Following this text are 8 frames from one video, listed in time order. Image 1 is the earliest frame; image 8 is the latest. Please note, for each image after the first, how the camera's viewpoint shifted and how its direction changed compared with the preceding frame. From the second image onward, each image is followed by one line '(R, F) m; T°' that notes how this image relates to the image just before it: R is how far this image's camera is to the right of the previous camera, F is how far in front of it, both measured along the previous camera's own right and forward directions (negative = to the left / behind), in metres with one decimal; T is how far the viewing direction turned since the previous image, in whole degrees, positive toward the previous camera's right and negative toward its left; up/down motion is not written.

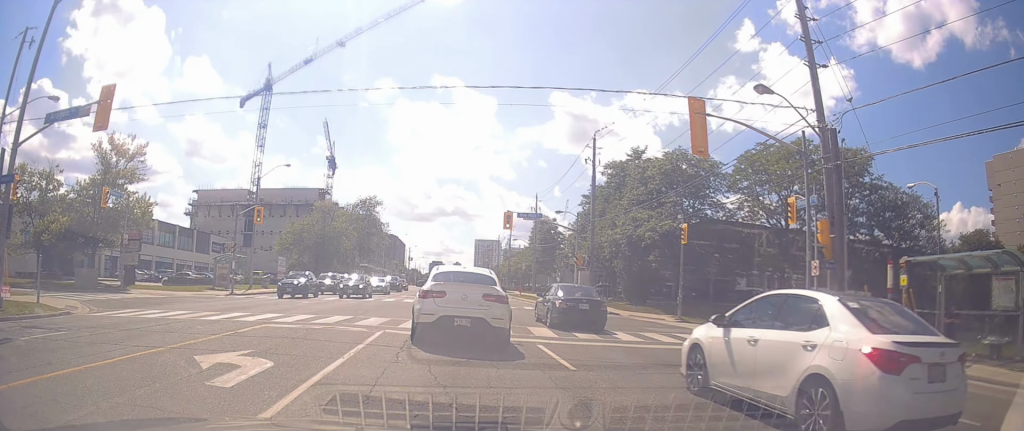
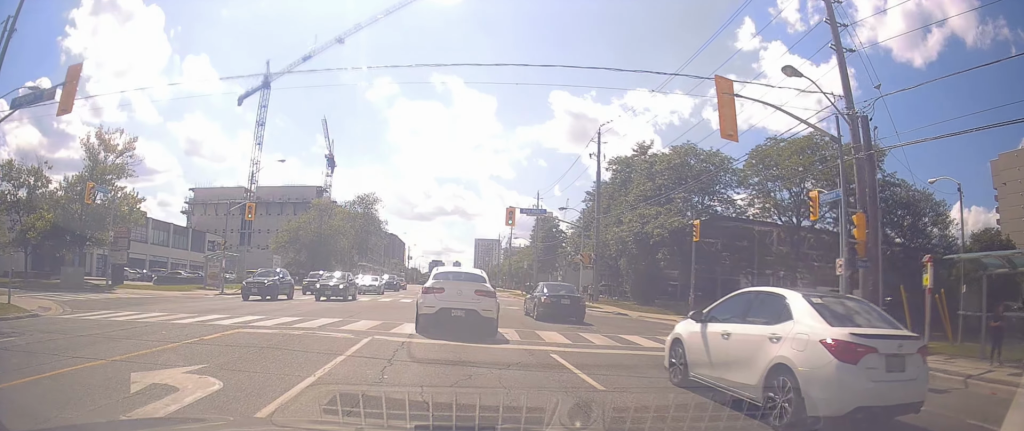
(0.0, +1.0) m; -4°
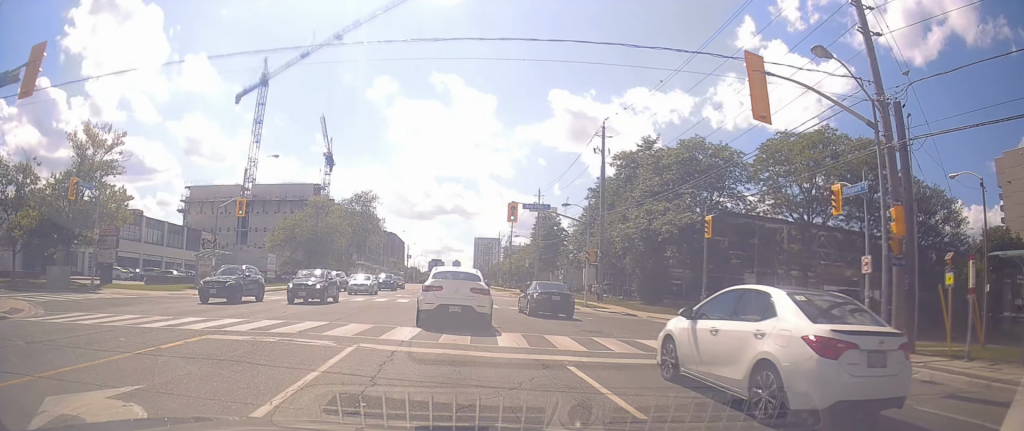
(0.0, +1.1) m; -3°
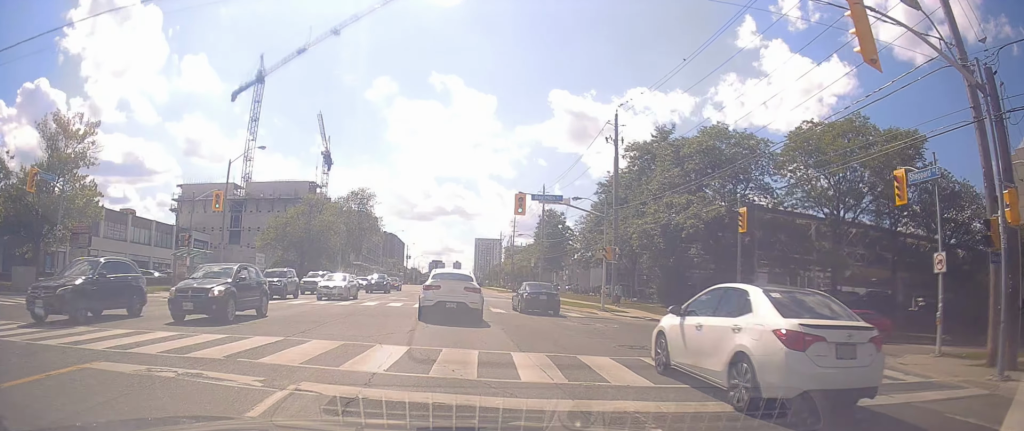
(-0.1, +2.5) m; -4°
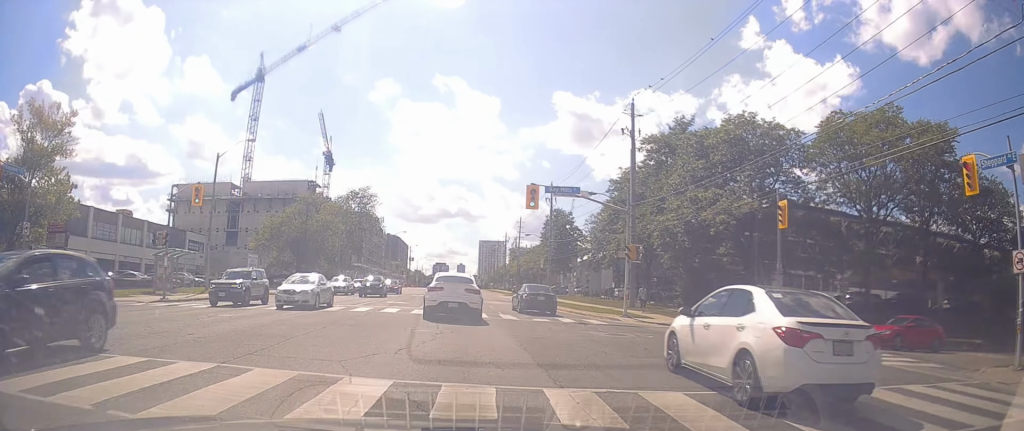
(-0.1, +2.5) m; 0°
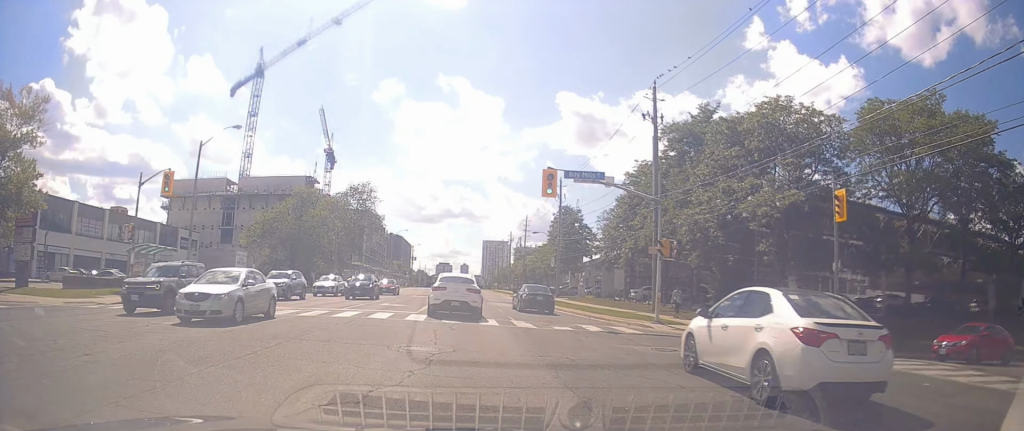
(0.0, +3.1) m; +3°
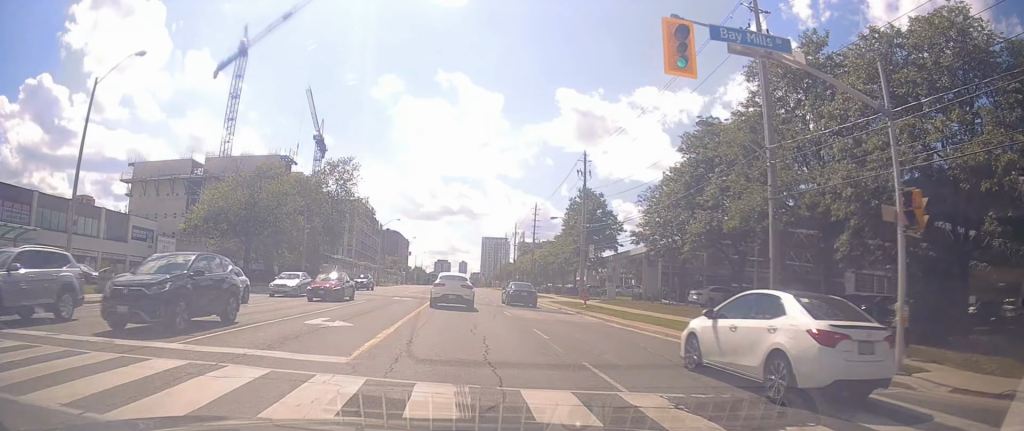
(+1.4, +11.7) m; +5°
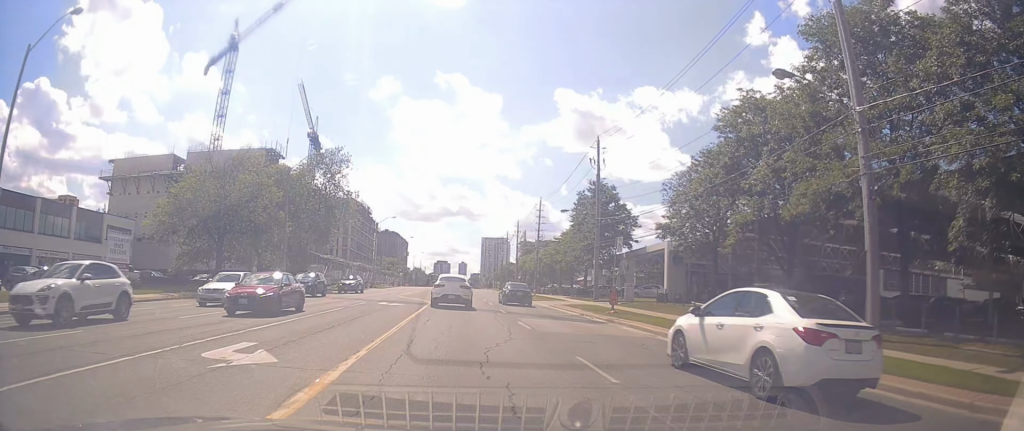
(-0.5, +5.3) m; -4°
